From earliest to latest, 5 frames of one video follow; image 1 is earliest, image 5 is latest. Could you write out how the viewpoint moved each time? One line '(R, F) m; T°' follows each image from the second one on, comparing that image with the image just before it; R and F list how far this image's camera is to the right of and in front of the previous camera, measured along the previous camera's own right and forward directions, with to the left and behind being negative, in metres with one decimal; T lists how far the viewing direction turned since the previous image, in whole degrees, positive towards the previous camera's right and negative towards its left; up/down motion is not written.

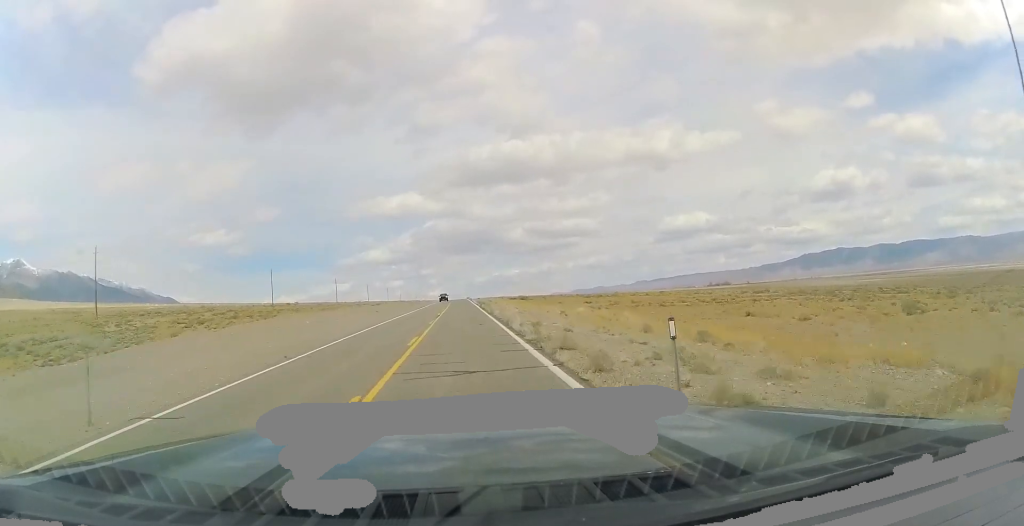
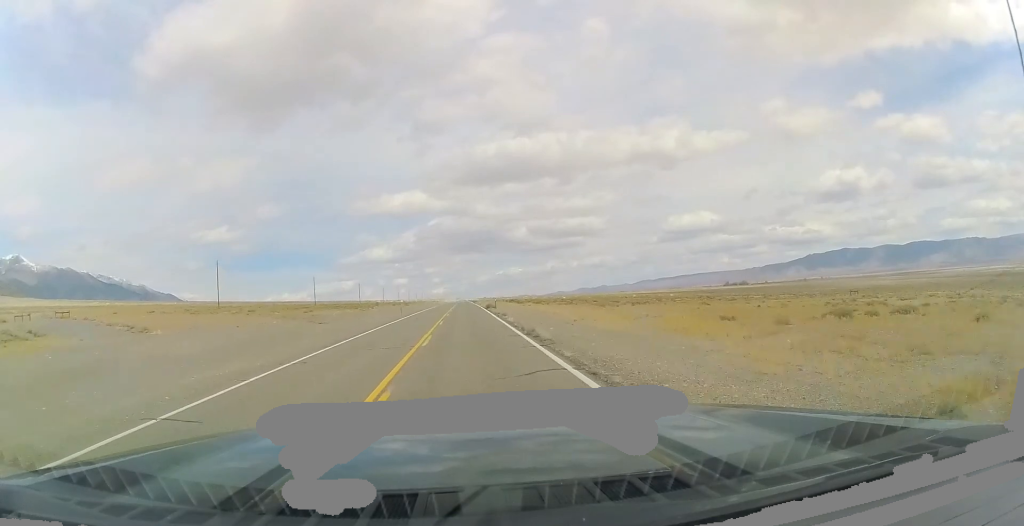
(-0.7, +133.5) m; -1°
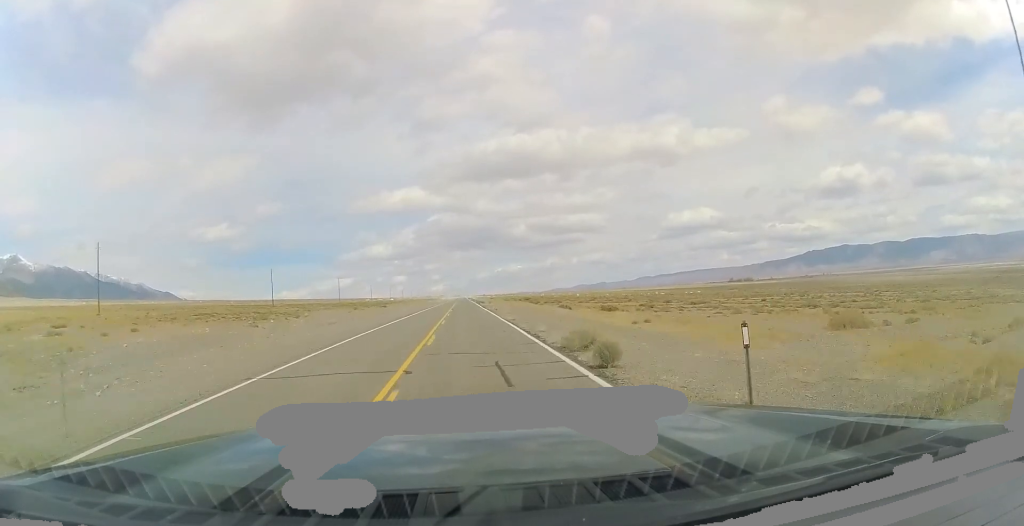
(0.0, +49.1) m; 0°
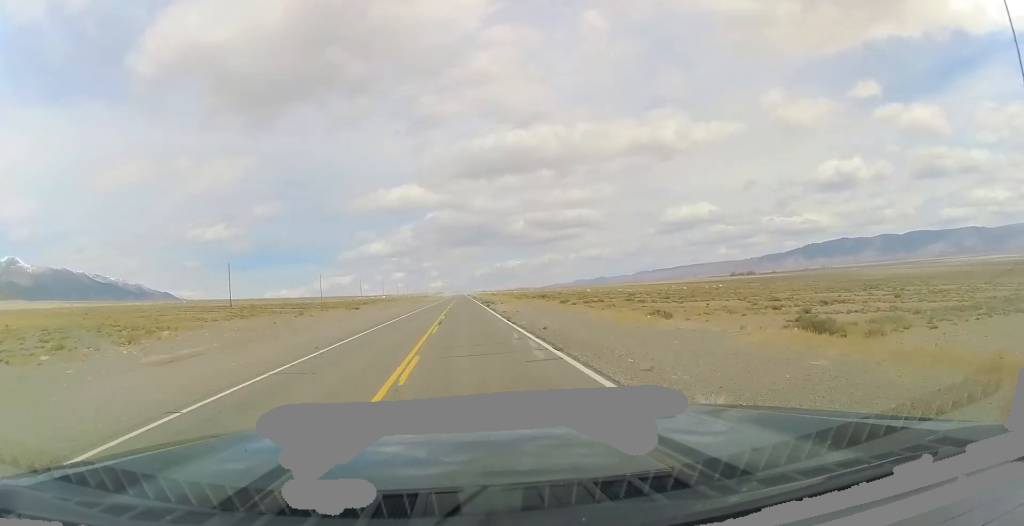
(+0.2, +32.0) m; 0°
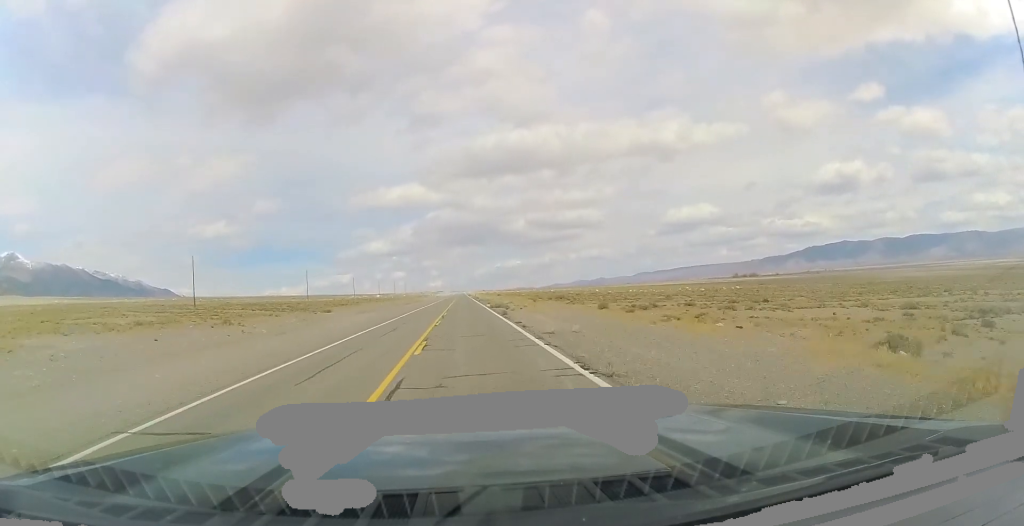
(+0.1, +20.6) m; 0°
